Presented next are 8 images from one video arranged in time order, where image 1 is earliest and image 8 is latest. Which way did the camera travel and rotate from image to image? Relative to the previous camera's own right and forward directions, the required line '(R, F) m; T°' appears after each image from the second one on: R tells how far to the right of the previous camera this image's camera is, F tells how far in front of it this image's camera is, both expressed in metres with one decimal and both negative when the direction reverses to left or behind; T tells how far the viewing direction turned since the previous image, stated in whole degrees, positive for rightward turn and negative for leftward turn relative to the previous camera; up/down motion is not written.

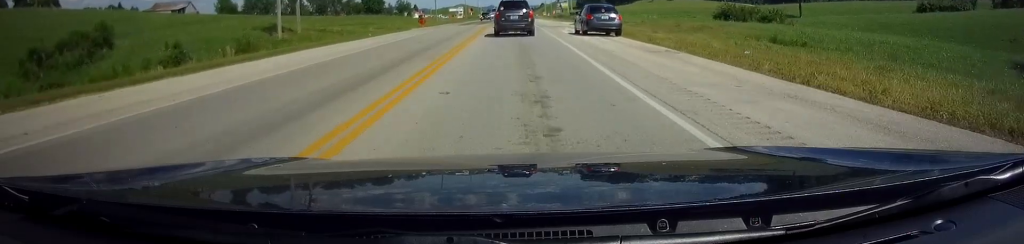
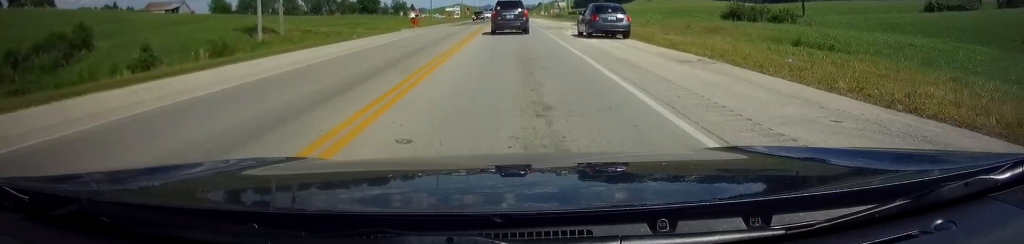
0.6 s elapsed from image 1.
(0.0, +3.8) m; -1°
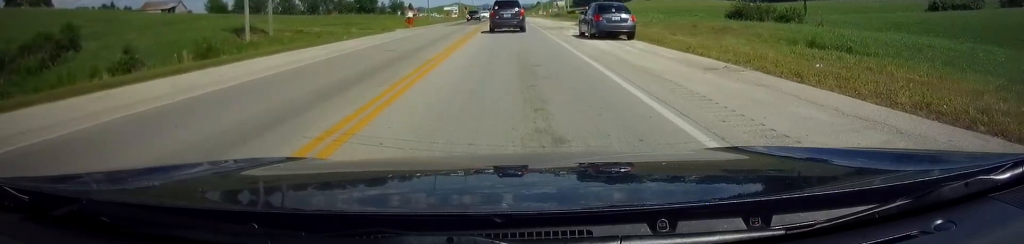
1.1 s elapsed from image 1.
(0.0, +2.4) m; -1°
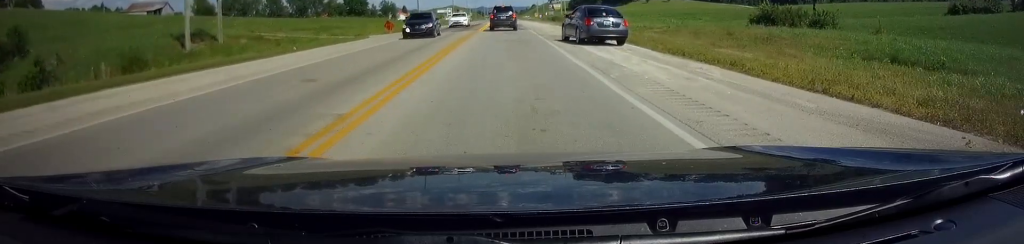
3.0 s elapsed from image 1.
(-0.4, +7.6) m; 0°
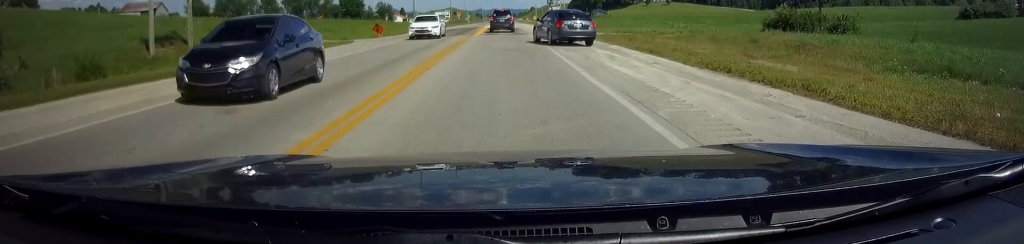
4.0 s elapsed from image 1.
(+0.3, +4.3) m; +3°
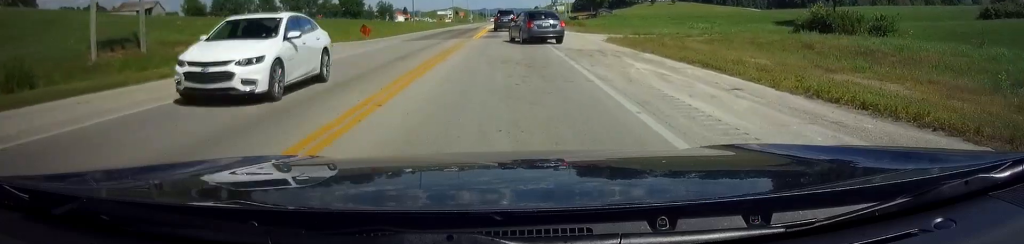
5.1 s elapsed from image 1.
(0.0, +5.6) m; -1°
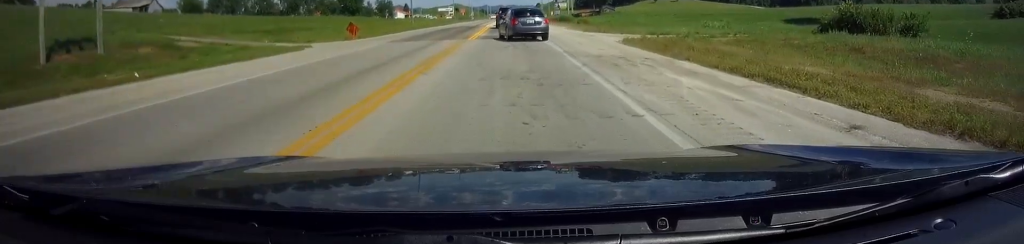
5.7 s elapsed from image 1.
(-0.1, +4.1) m; -1°
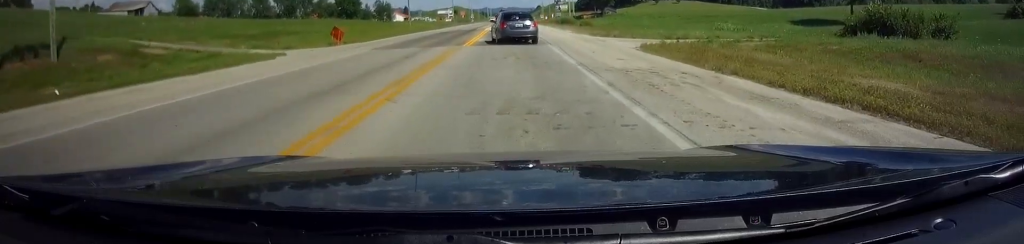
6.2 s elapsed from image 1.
(0.0, +3.6) m; 0°
